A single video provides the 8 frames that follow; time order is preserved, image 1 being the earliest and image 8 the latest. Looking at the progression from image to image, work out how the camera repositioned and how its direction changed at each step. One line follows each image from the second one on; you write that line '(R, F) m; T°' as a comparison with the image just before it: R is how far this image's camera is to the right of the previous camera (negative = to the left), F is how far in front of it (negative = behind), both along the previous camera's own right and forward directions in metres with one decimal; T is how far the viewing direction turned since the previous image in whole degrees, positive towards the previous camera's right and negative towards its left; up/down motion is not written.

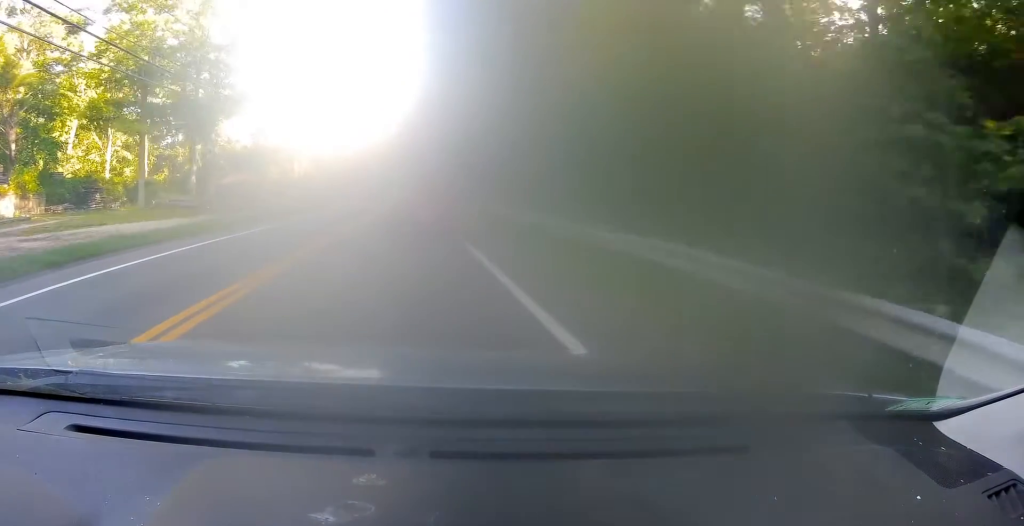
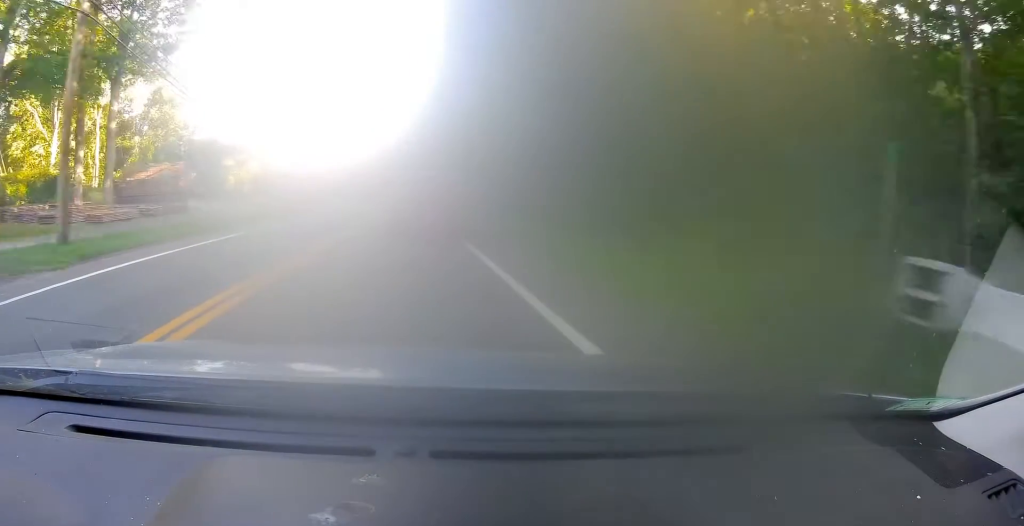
(-0.1, +21.6) m; -2°
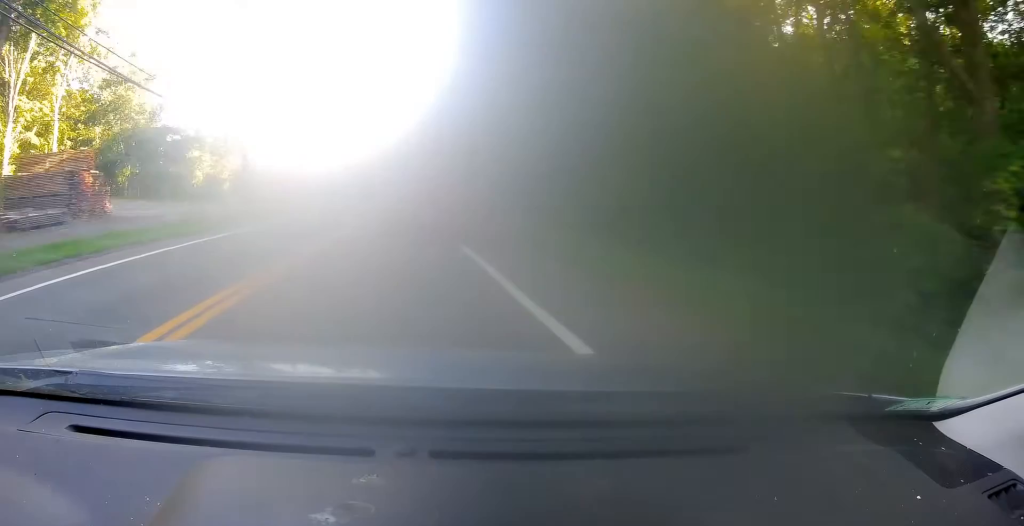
(-0.6, +12.9) m; -1°
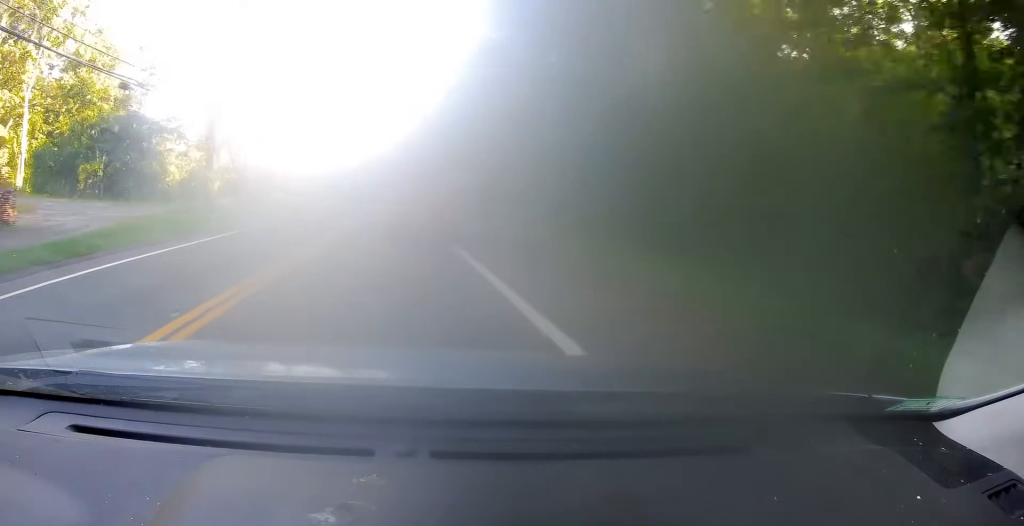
(+0.2, +9.1) m; 0°
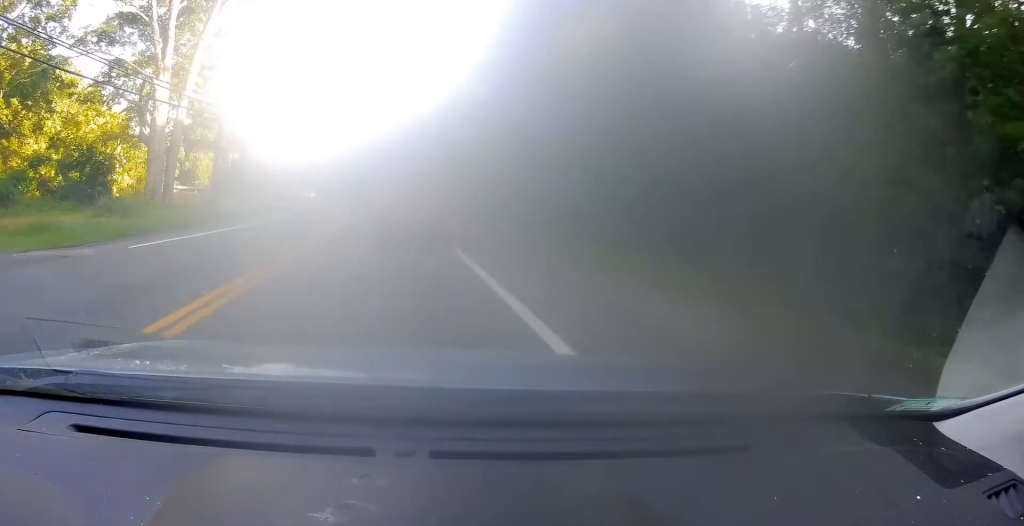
(-0.6, +40.0) m; -4°
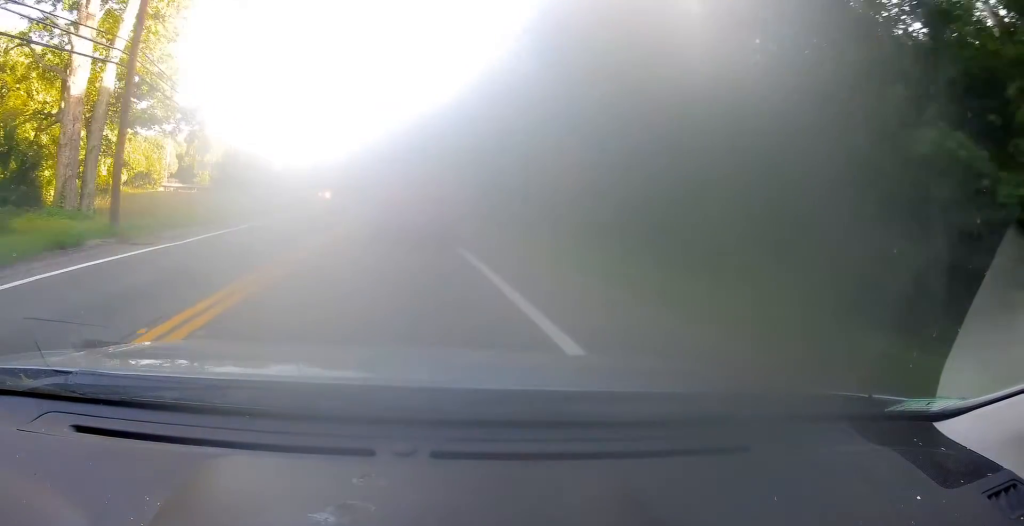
(-0.1, +11.3) m; -2°
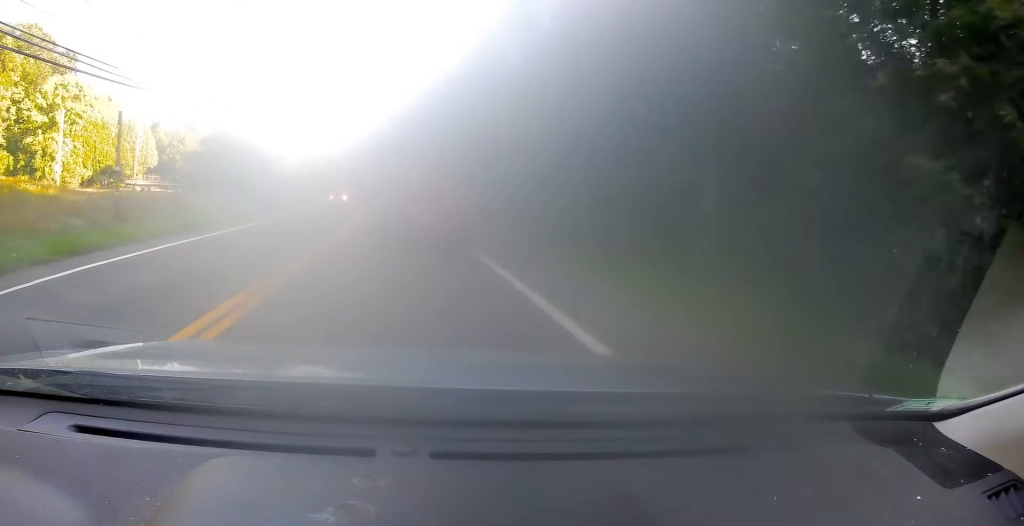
(-1.0, +25.5) m; -4°
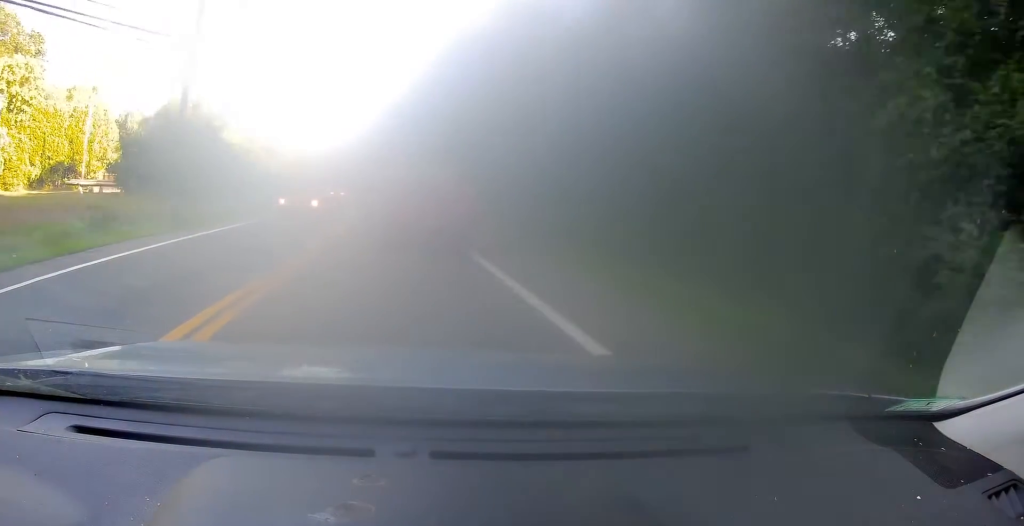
(-0.5, +18.2) m; -3°
